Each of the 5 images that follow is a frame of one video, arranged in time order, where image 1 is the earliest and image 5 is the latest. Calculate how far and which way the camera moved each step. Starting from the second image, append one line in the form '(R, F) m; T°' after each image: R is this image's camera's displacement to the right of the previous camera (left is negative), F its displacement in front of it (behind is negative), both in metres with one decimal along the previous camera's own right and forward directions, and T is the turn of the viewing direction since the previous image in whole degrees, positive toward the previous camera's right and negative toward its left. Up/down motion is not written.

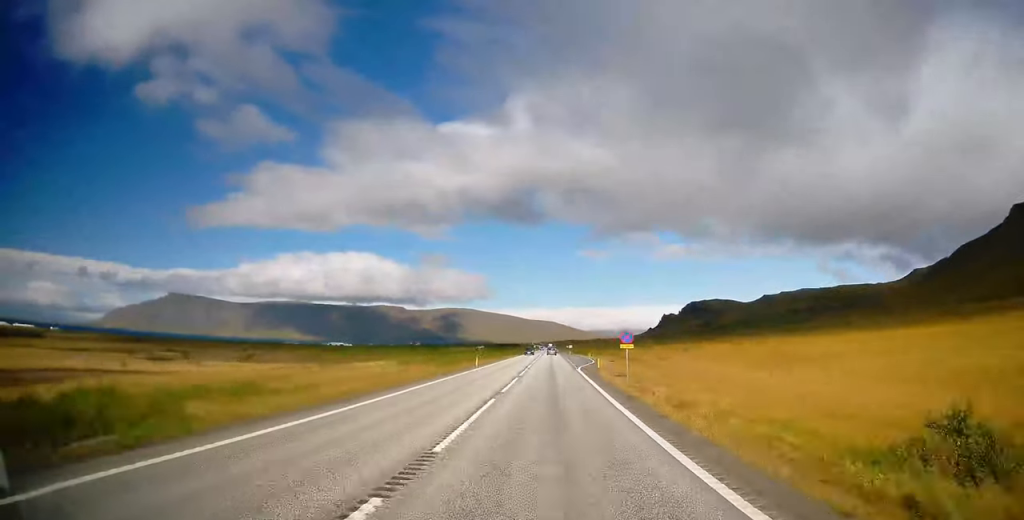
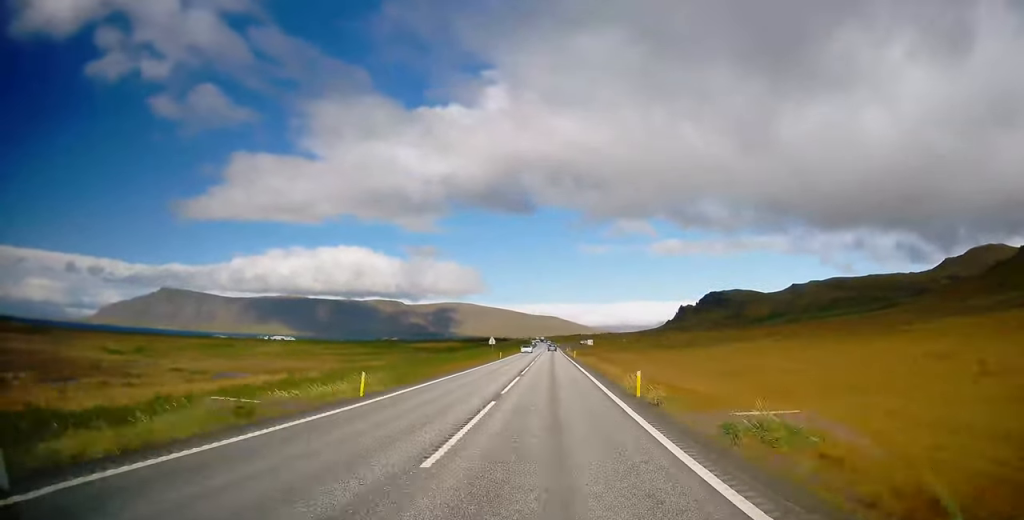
(-0.8, +240.2) m; 0°
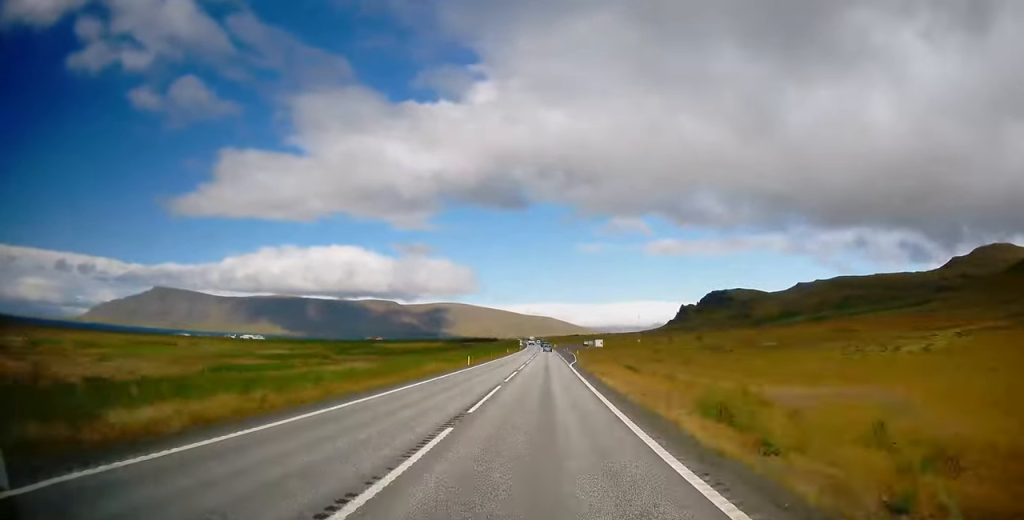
(+0.2, +75.2) m; 0°
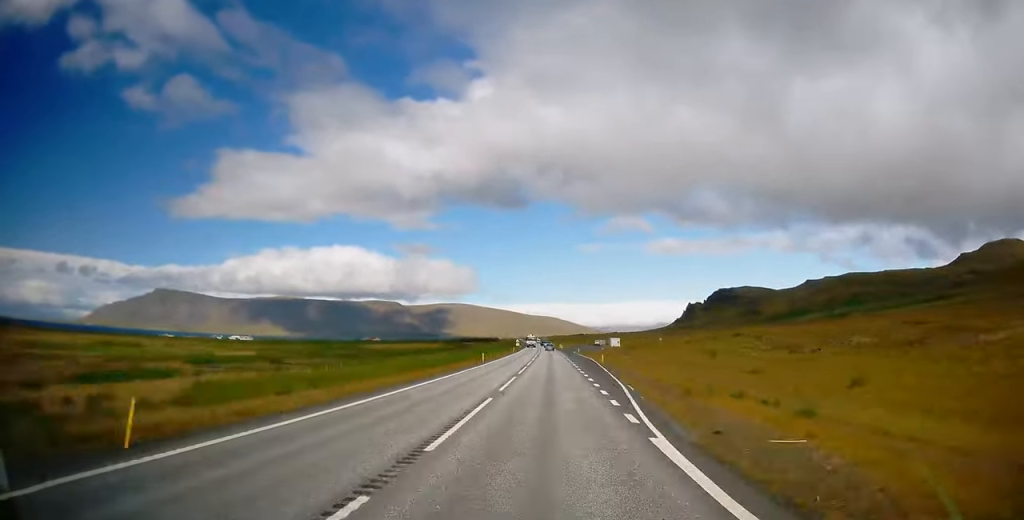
(0.0, +40.6) m; 0°
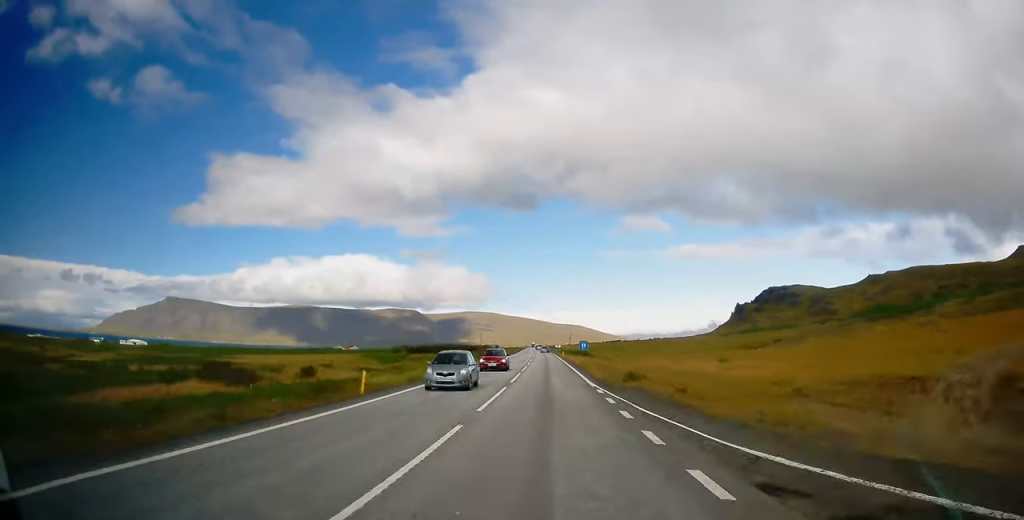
(-5.7, +249.0) m; -3°
